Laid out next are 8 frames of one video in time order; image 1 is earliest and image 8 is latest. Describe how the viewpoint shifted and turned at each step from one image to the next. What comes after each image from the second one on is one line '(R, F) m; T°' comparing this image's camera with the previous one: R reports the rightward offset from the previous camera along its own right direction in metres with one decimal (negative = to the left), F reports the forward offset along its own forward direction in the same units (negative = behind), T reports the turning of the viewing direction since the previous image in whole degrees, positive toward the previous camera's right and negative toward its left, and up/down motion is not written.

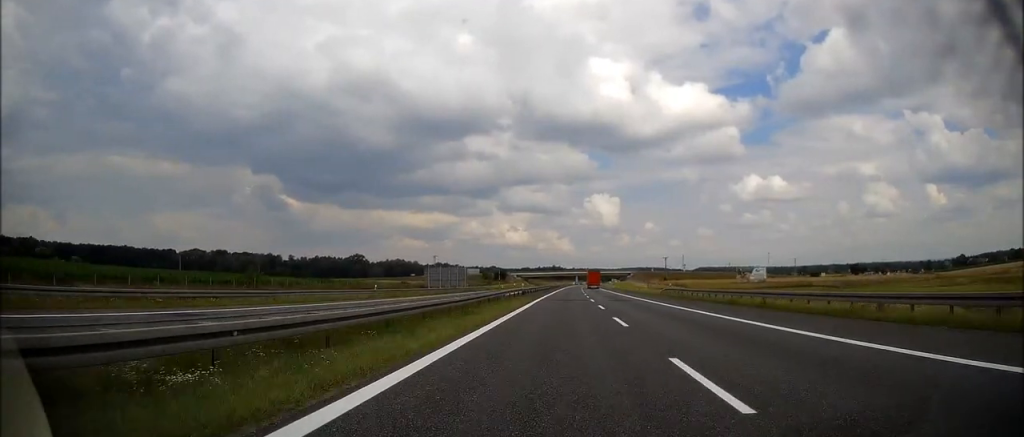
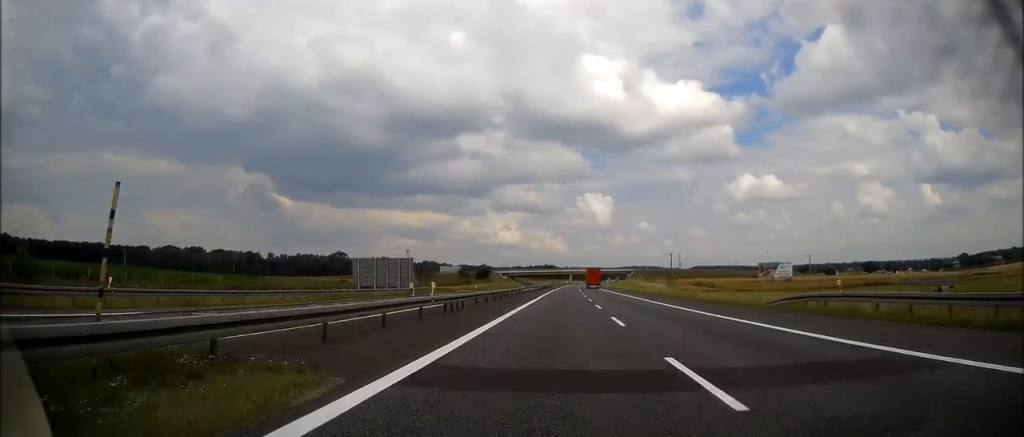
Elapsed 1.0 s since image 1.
(0.0, +36.1) m; 0°
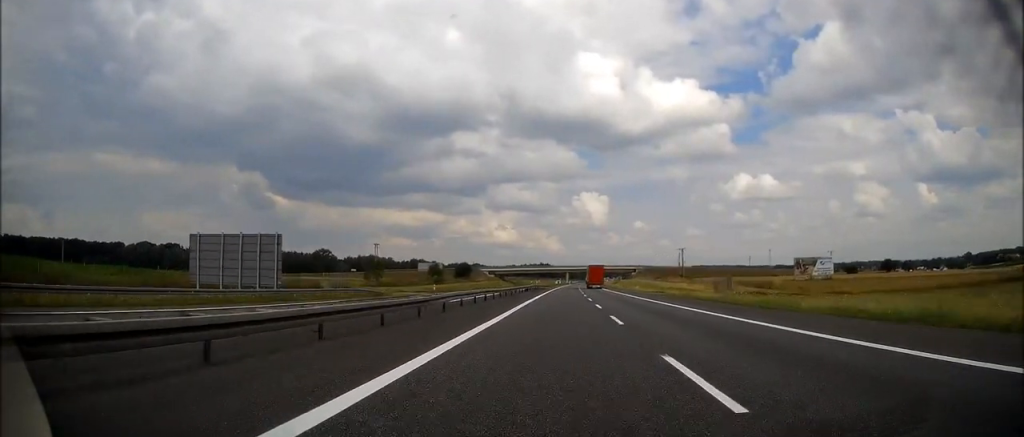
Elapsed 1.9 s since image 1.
(+0.2, +36.1) m; +1°
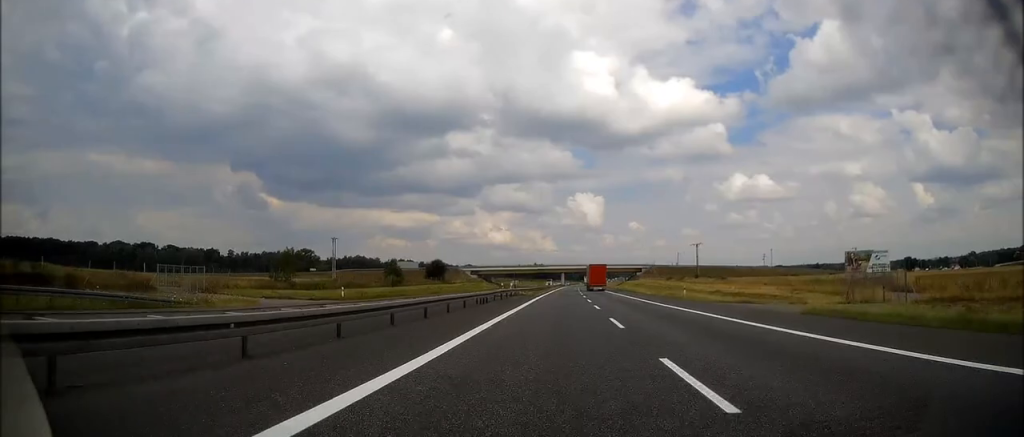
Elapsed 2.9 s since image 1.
(+0.3, +34.8) m; 0°
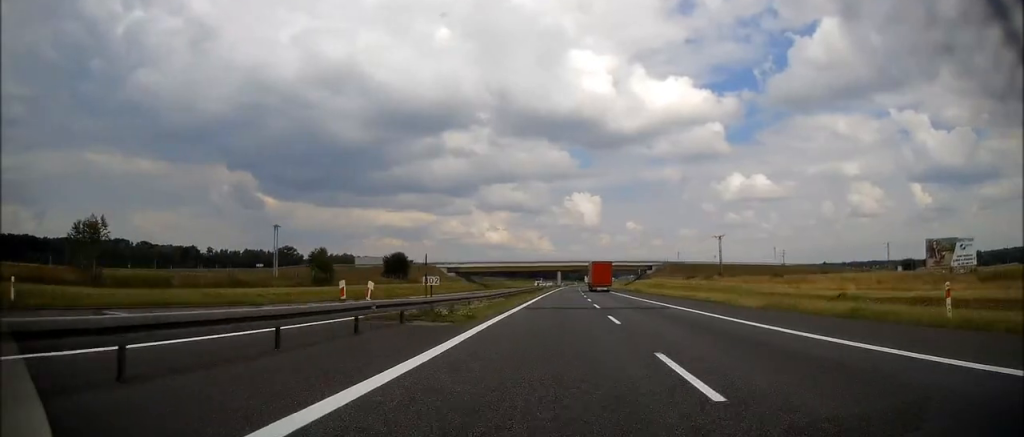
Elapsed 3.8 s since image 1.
(0.0, +34.8) m; 0°
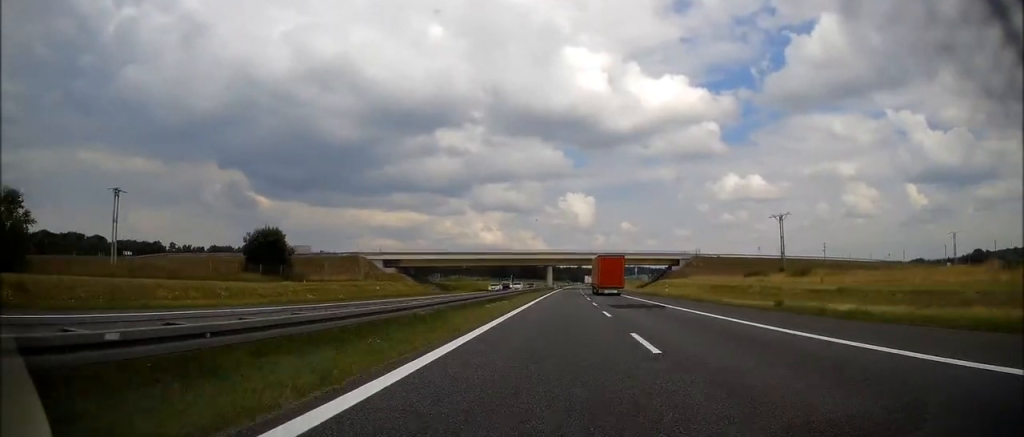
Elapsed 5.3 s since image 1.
(+0.4, +54.7) m; +1°
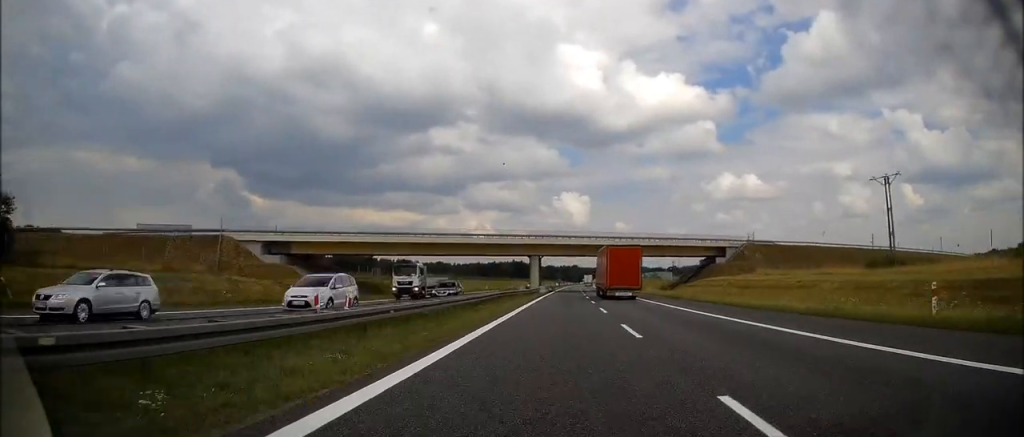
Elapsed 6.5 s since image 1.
(+0.1, +44.8) m; +1°
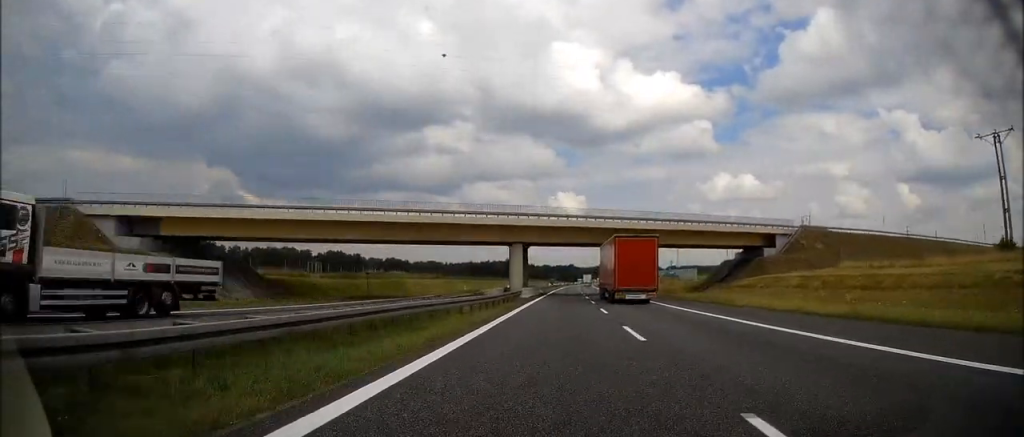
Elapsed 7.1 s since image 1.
(+0.1, +25.0) m; 0°
